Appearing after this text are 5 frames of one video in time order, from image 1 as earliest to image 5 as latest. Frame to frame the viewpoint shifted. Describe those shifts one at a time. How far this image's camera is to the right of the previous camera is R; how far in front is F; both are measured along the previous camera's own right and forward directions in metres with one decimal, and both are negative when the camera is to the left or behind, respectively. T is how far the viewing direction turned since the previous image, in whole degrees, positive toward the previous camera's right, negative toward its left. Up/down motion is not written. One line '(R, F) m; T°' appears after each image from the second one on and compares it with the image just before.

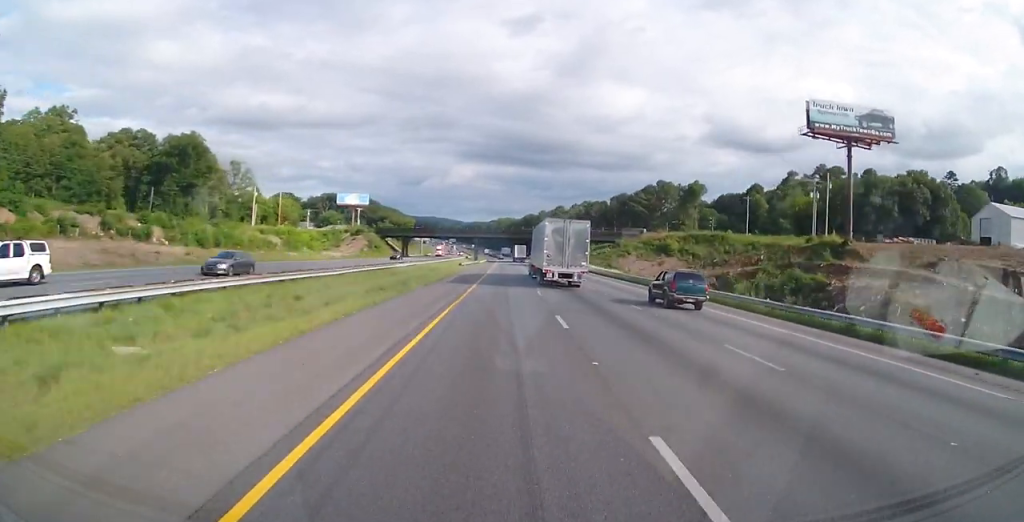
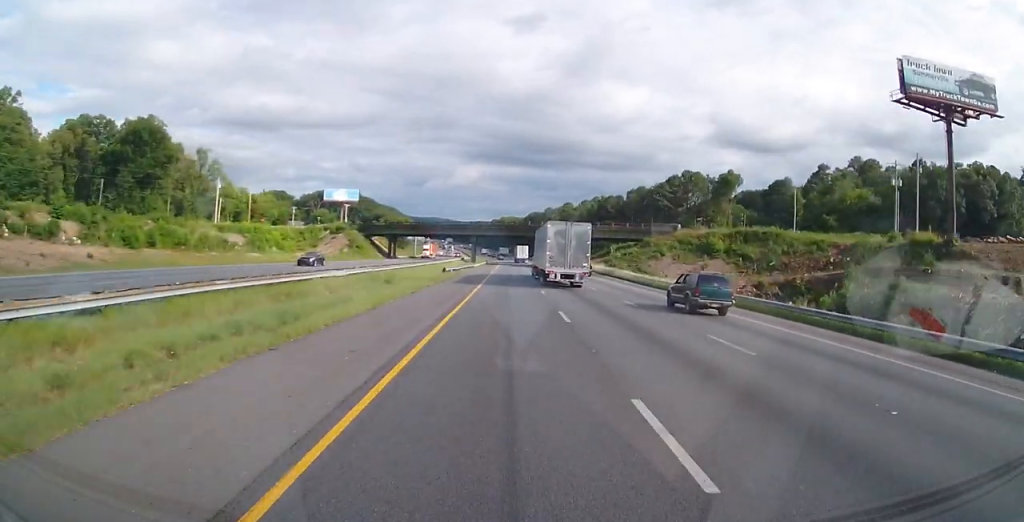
(-0.1, +22.7) m; 0°
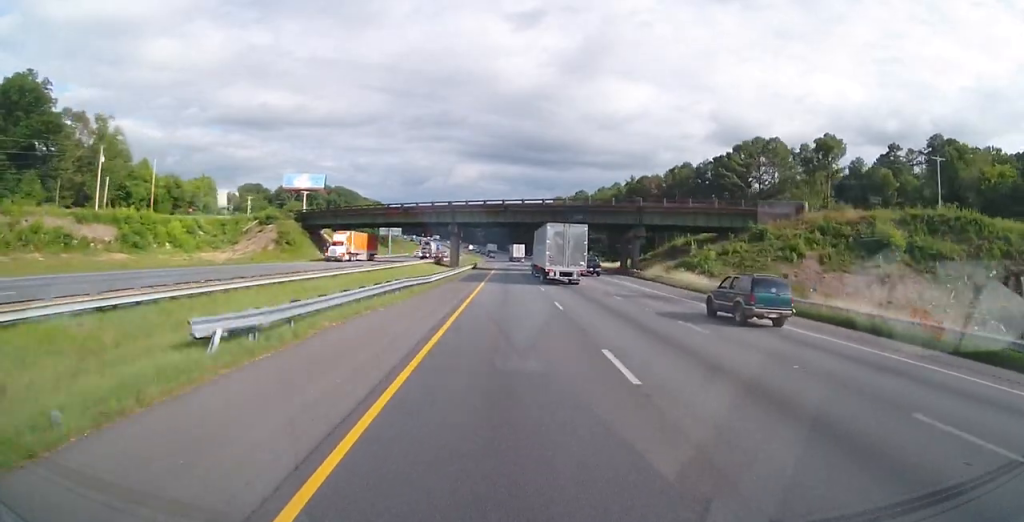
(+0.2, +44.4) m; 0°
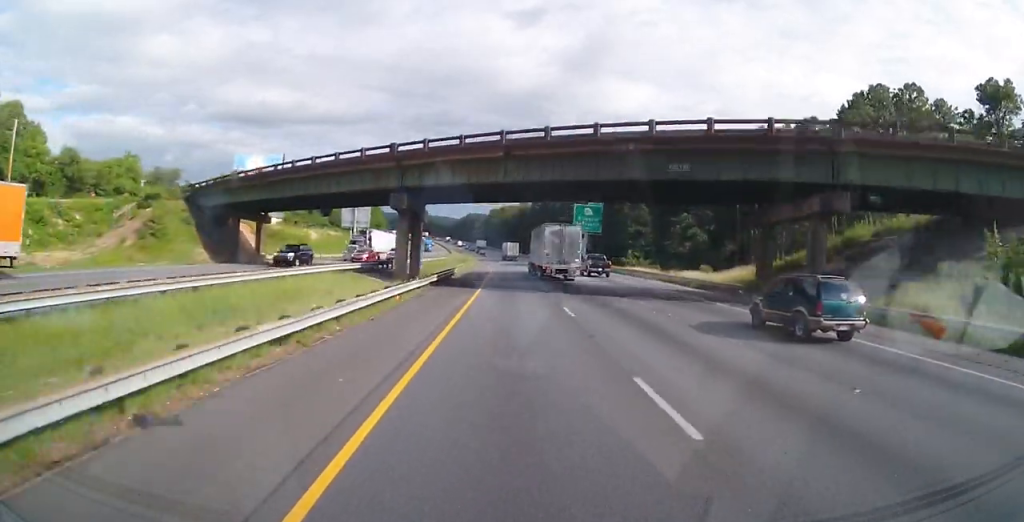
(-0.4, +38.8) m; -1°
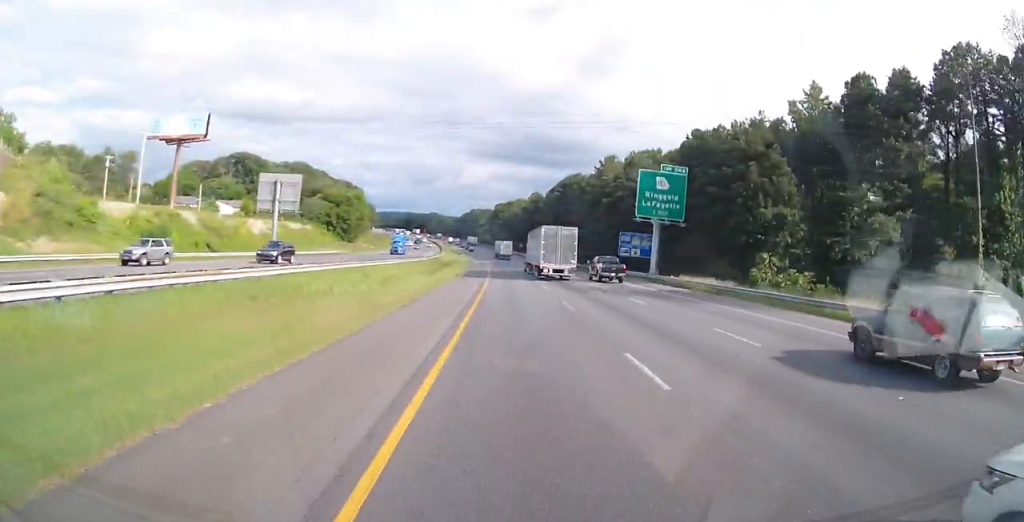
(+0.1, +46.1) m; 0°
